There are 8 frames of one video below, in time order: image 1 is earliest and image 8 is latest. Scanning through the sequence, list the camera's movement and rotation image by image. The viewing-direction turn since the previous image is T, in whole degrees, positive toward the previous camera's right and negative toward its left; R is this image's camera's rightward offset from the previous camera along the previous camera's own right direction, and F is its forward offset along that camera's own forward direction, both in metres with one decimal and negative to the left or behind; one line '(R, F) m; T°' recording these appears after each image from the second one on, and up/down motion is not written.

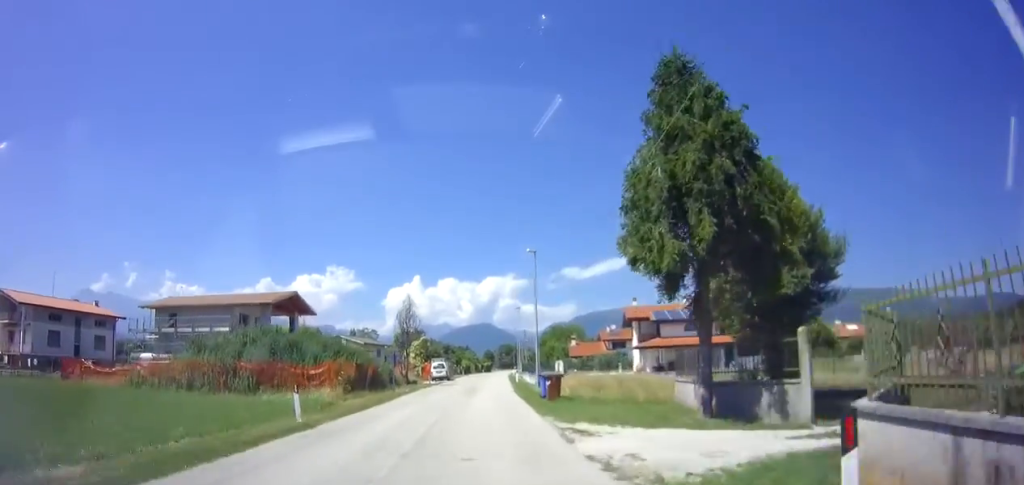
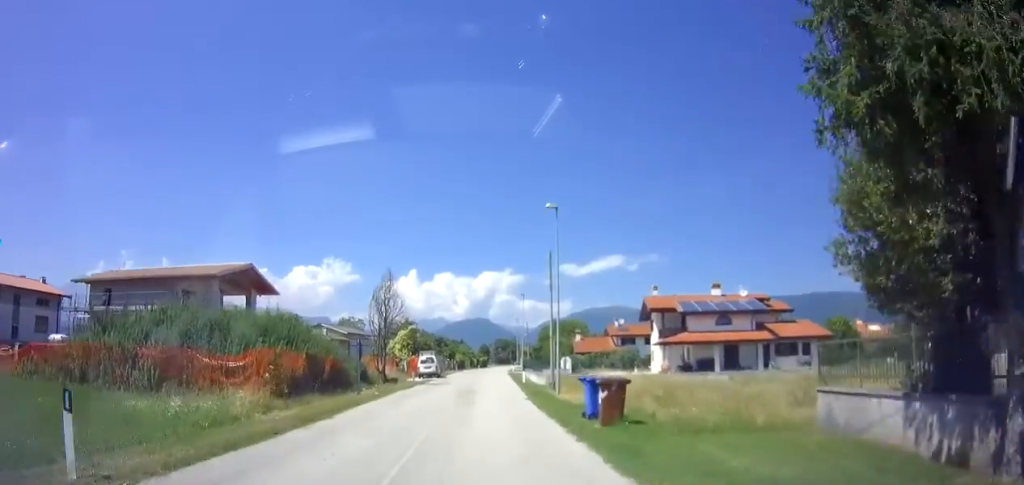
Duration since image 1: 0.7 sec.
(0.0, +8.6) m; +1°
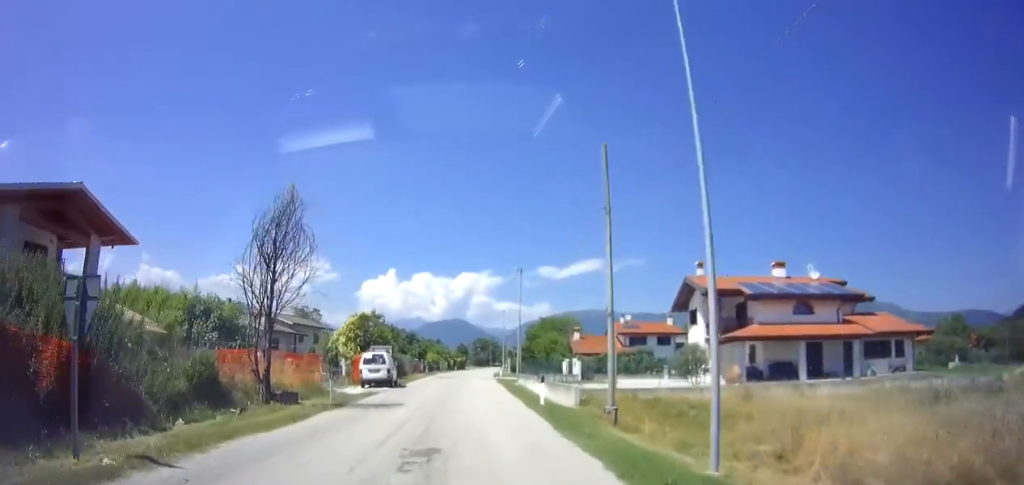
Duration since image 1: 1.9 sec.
(+0.4, +15.7) m; +2°
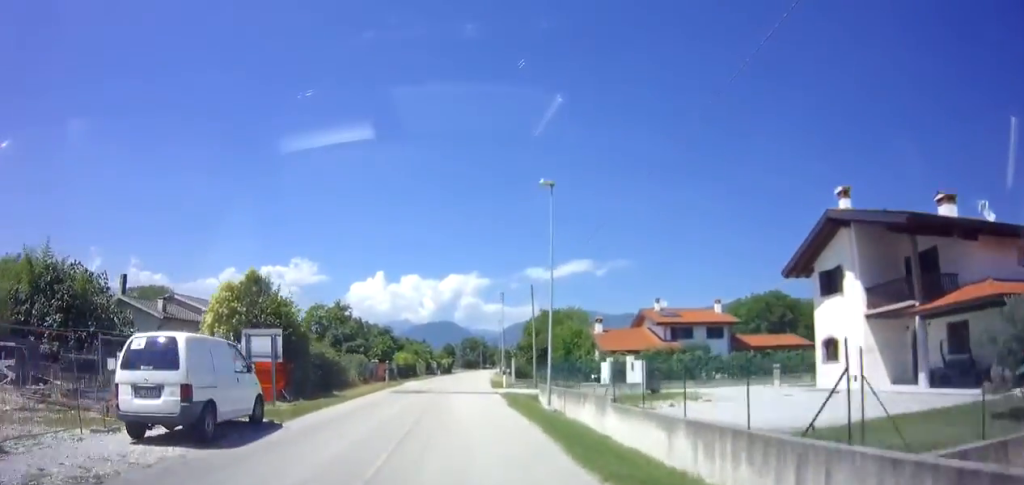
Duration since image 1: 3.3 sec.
(+0.3, +19.6) m; +1°
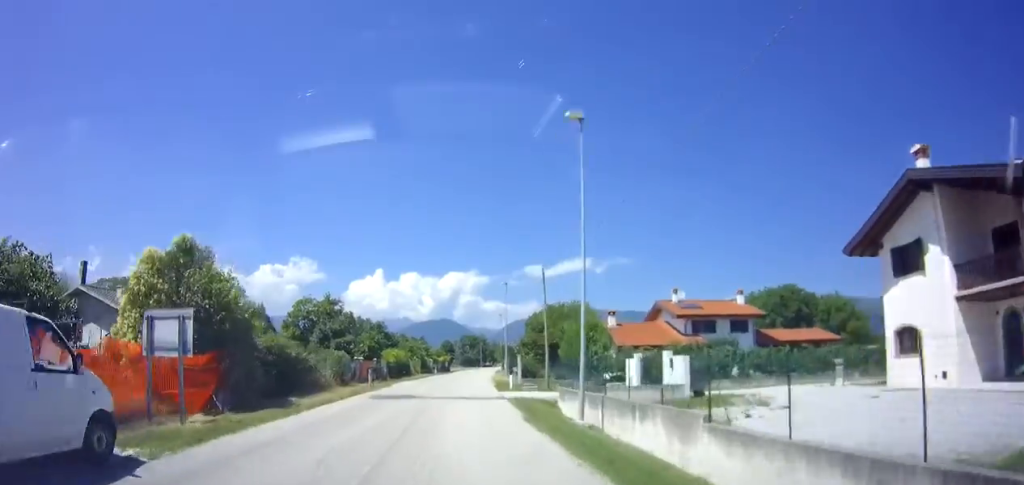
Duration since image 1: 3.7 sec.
(0.0, +5.6) m; 0°
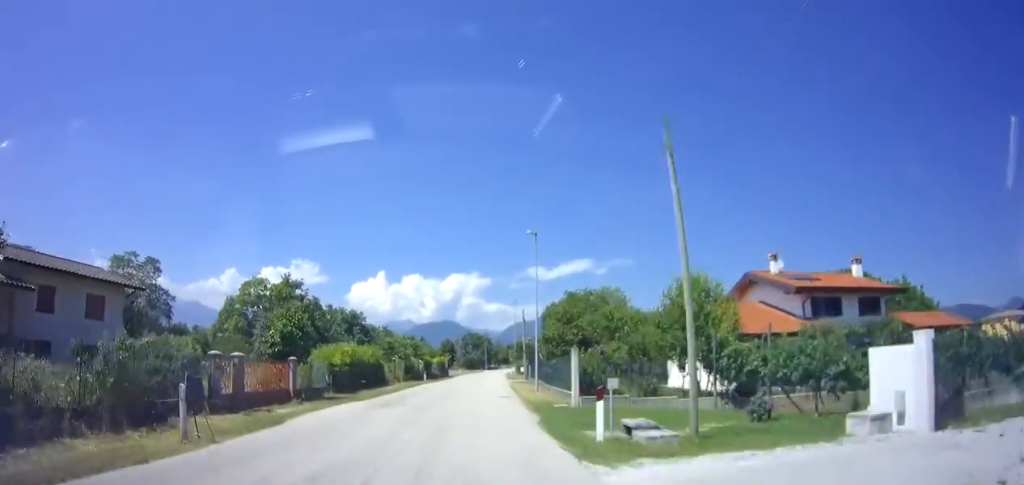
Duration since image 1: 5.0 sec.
(0.0, +18.2) m; -1°
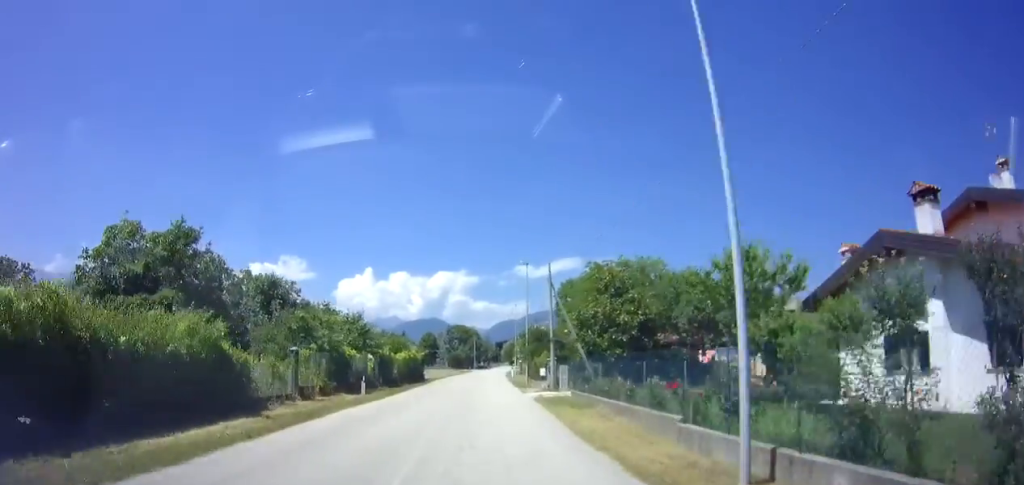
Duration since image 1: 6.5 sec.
(+0.2, +20.7) m; +2°
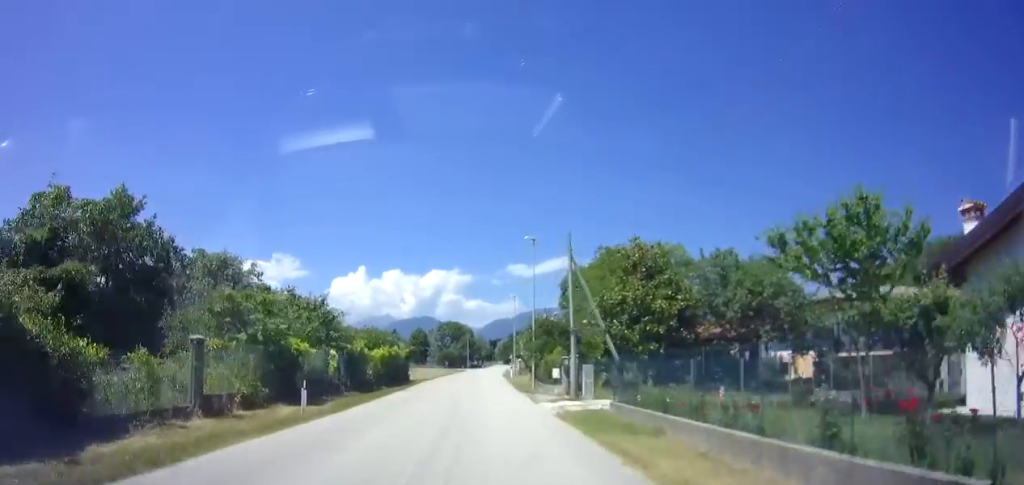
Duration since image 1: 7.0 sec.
(+0.1, +7.3) m; +1°
